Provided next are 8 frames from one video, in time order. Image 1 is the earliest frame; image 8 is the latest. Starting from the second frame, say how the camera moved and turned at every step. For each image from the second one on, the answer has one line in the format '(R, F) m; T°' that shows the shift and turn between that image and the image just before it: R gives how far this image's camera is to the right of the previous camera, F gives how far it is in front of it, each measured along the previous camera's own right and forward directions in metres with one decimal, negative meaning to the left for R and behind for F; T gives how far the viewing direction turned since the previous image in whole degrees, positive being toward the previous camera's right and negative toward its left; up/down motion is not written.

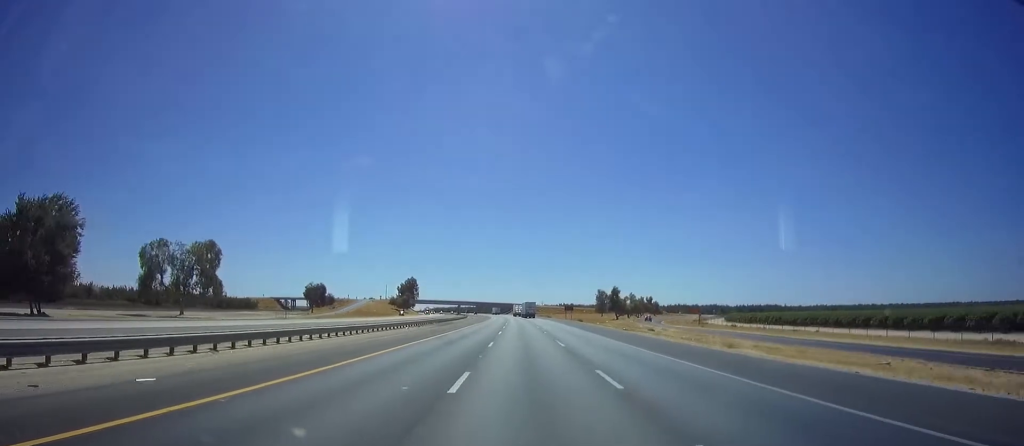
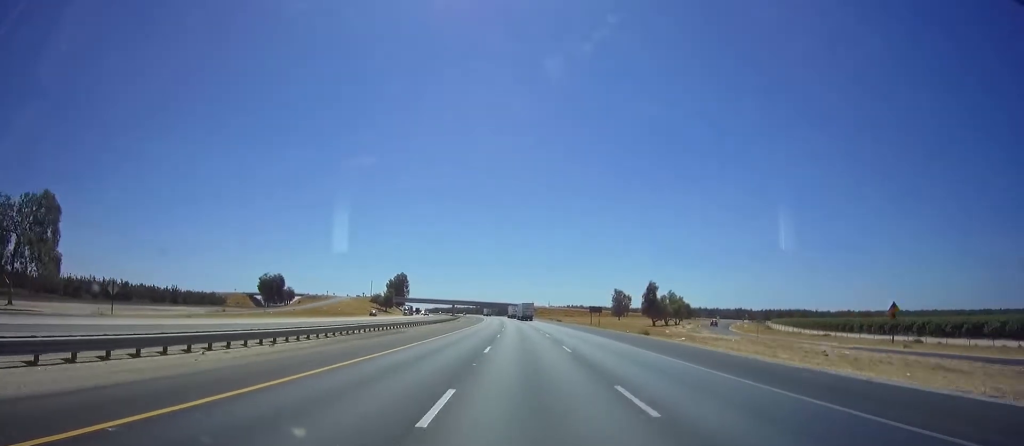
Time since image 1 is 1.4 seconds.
(-0.8, +46.6) m; -1°
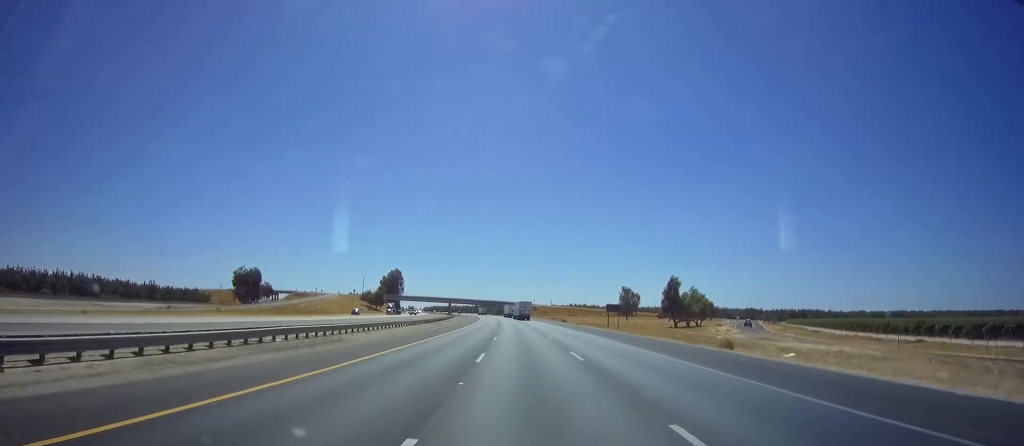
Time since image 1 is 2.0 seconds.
(+0.1, +18.9) m; 0°
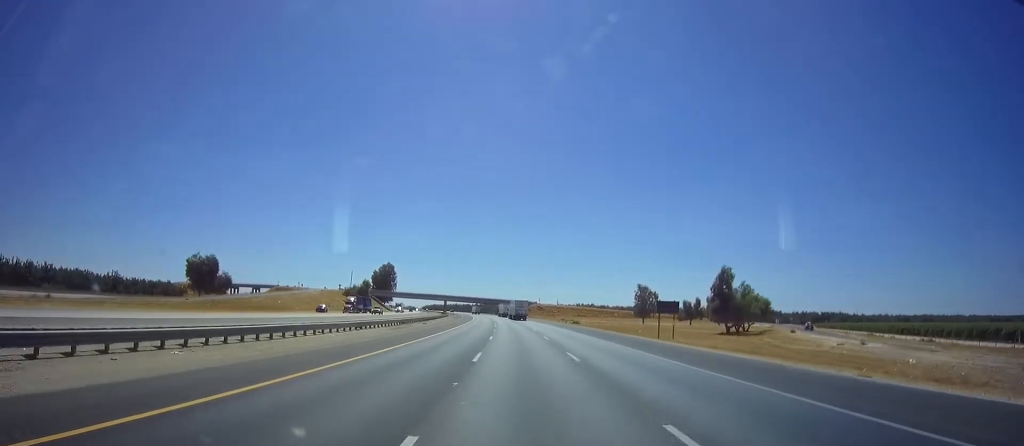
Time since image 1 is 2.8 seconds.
(+0.3, +28.8) m; -1°
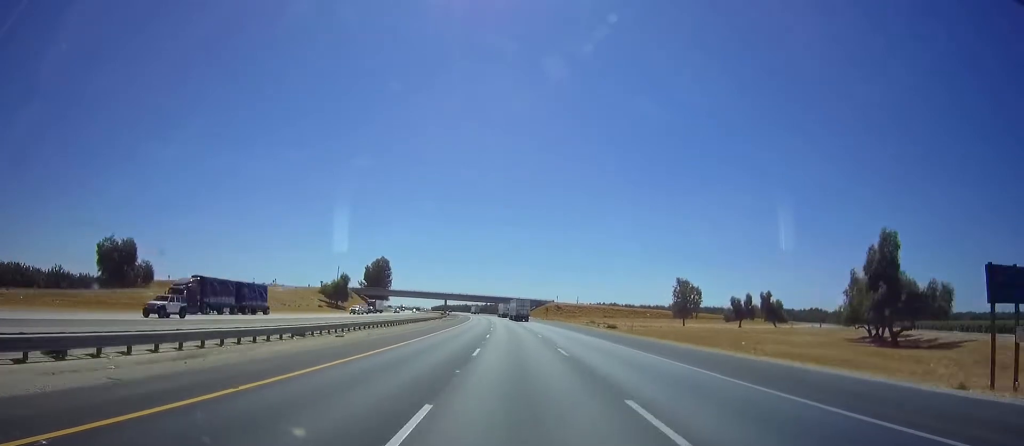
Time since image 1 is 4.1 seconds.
(-1.2, +41.1) m; -2°
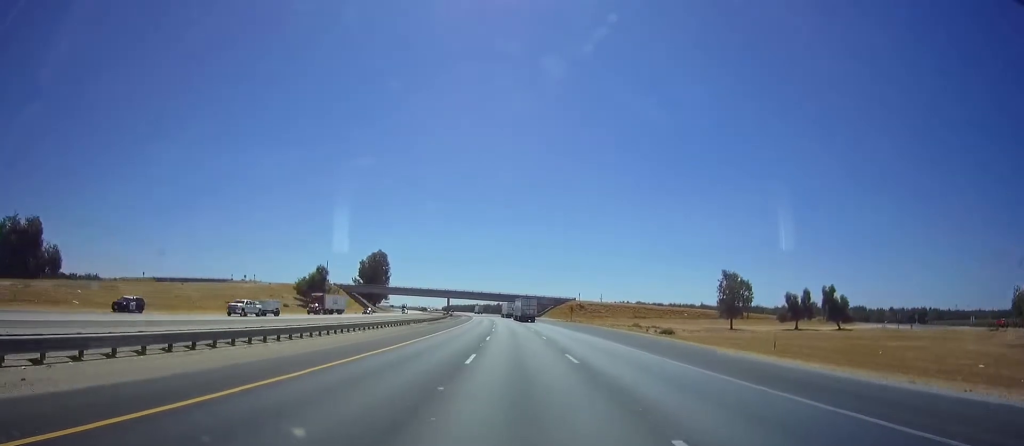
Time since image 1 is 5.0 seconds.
(-0.1, +32.2) m; -1°
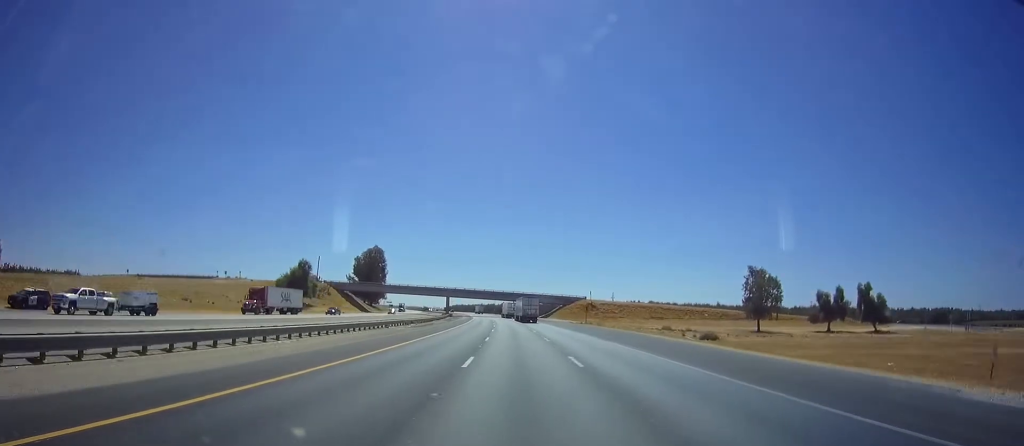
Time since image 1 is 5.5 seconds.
(+0.5, +15.6) m; -1°
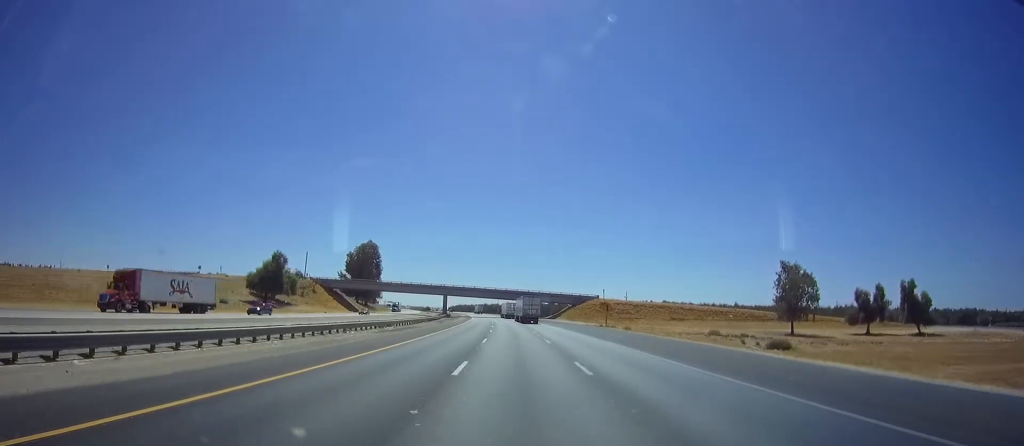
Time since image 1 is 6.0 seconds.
(-0.5, +16.7) m; -1°
